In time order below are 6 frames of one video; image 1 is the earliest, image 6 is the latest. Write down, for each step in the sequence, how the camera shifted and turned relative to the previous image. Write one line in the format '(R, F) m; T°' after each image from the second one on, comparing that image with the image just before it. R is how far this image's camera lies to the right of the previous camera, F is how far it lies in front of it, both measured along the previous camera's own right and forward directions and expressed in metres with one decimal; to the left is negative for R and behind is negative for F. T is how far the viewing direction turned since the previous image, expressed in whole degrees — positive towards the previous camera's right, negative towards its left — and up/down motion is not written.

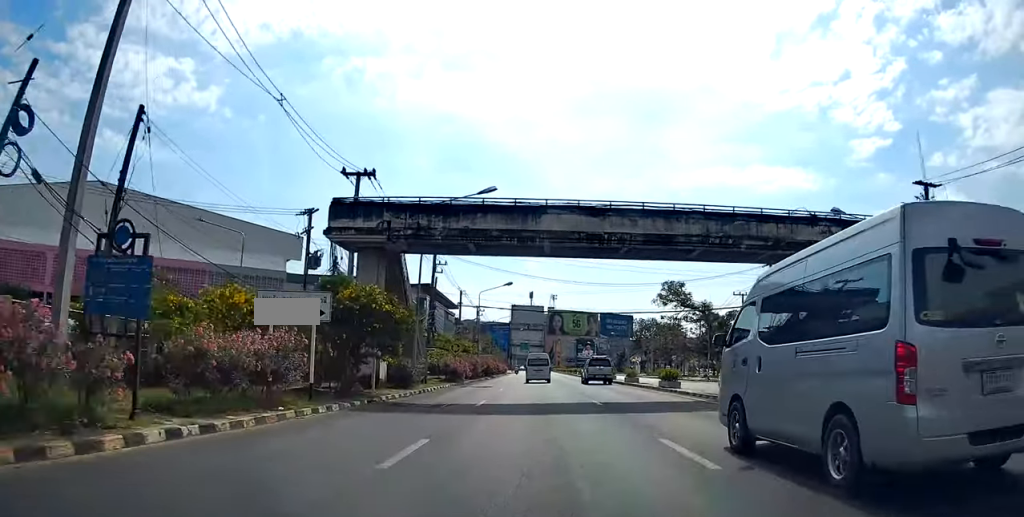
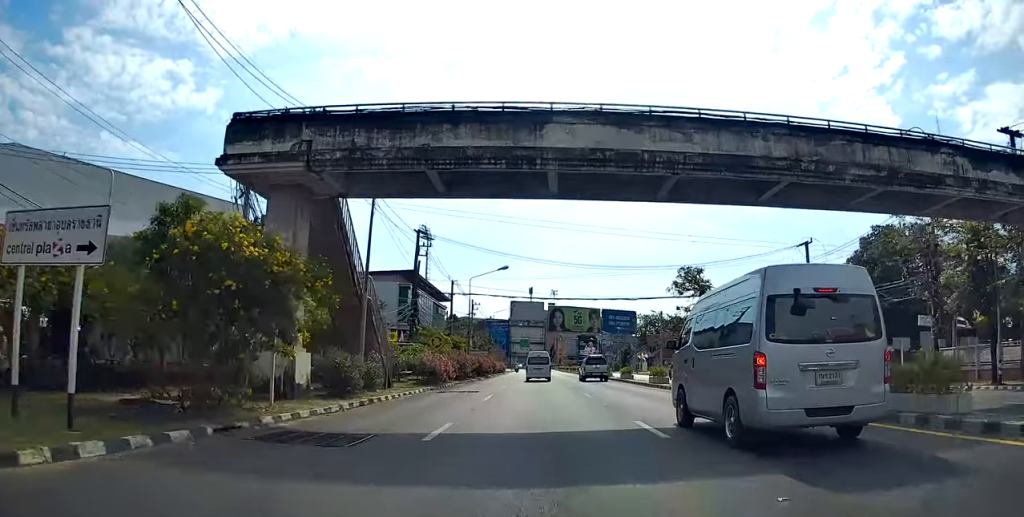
(-0.2, +9.5) m; +1°
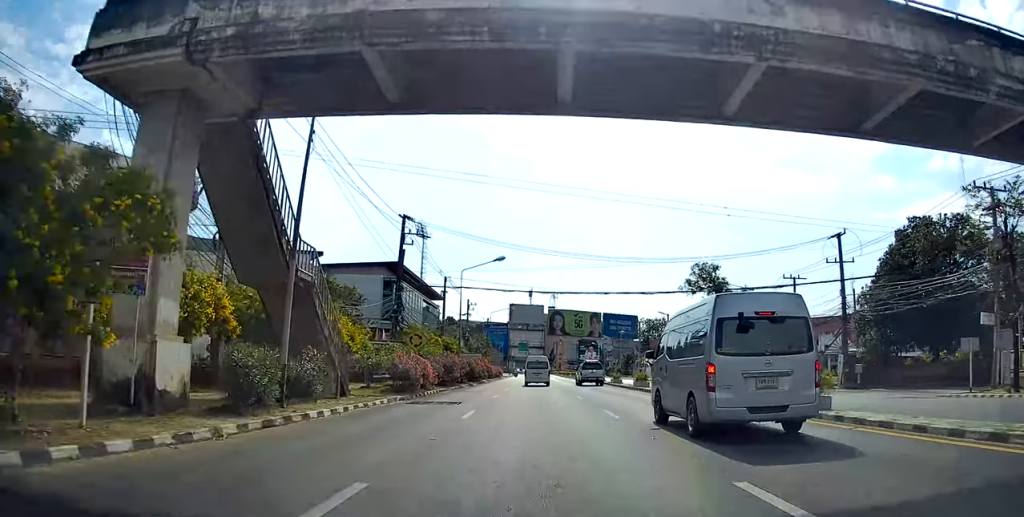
(+0.3, +6.8) m; +1°
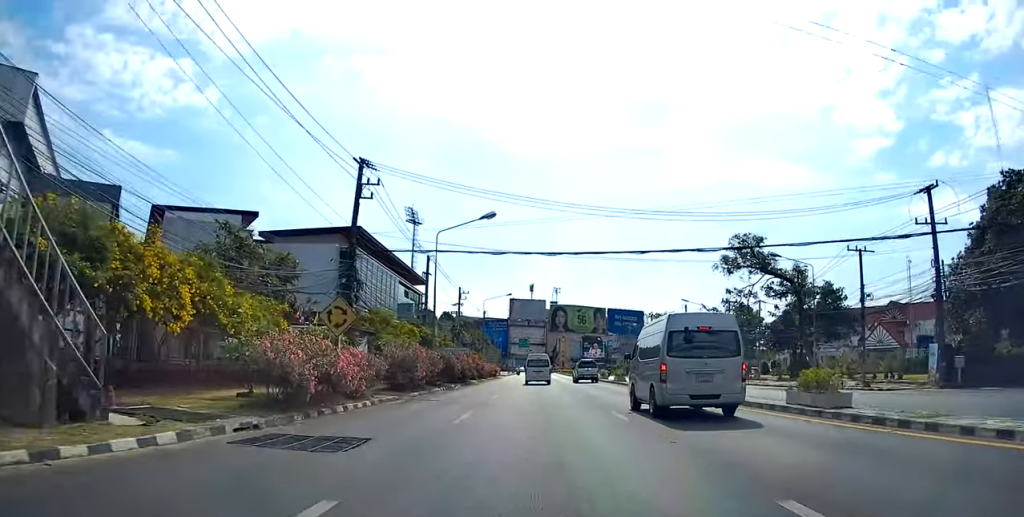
(+0.2, +13.1) m; +1°
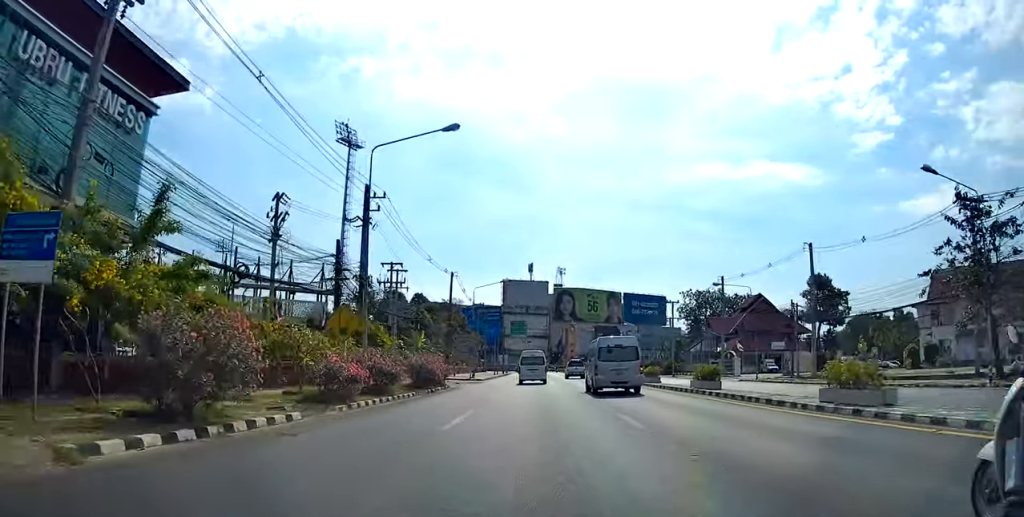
(+0.2, +49.3) m; 0°
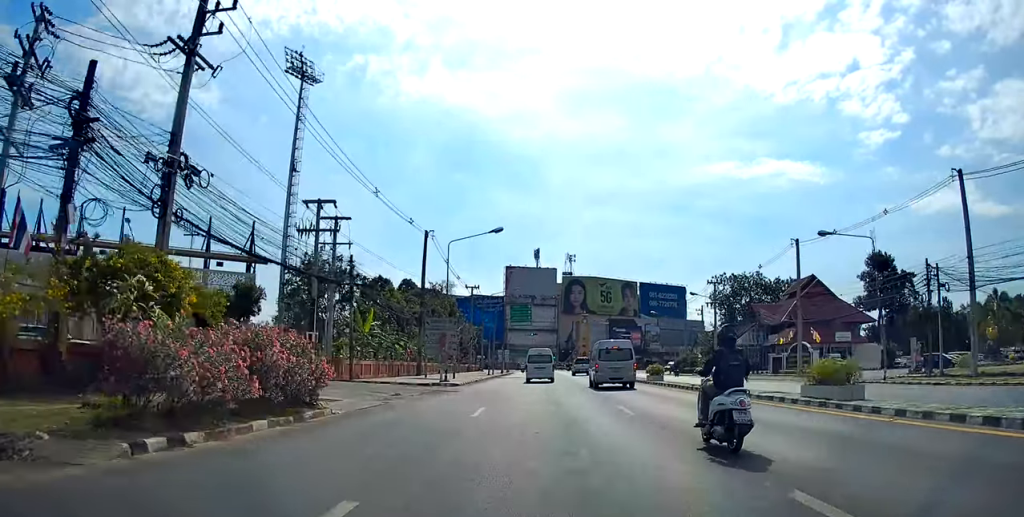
(-0.2, +22.8) m; 0°
